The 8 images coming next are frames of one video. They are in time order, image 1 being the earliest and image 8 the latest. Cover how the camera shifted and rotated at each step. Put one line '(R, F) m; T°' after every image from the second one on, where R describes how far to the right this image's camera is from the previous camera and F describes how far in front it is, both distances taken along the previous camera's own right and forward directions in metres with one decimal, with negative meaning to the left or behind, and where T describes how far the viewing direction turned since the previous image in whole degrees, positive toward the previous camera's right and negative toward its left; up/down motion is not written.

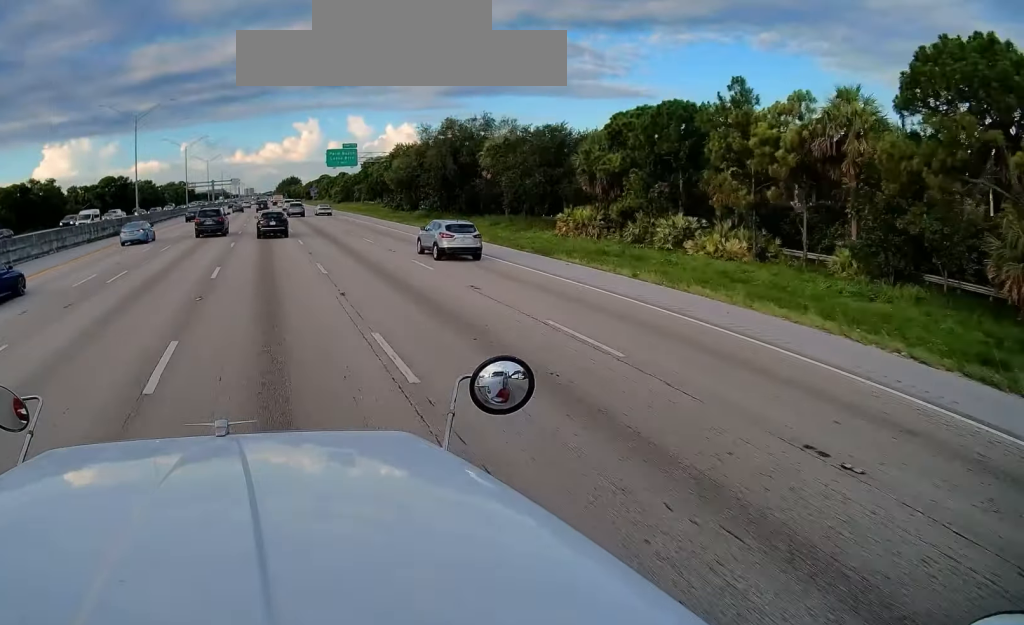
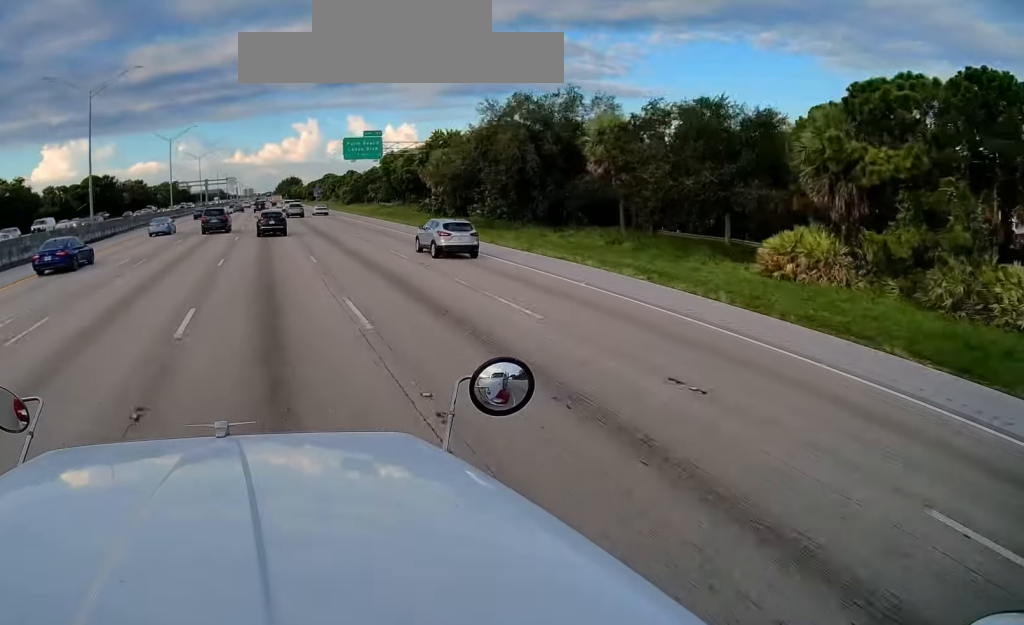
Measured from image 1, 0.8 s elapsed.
(-0.1, +21.1) m; +1°
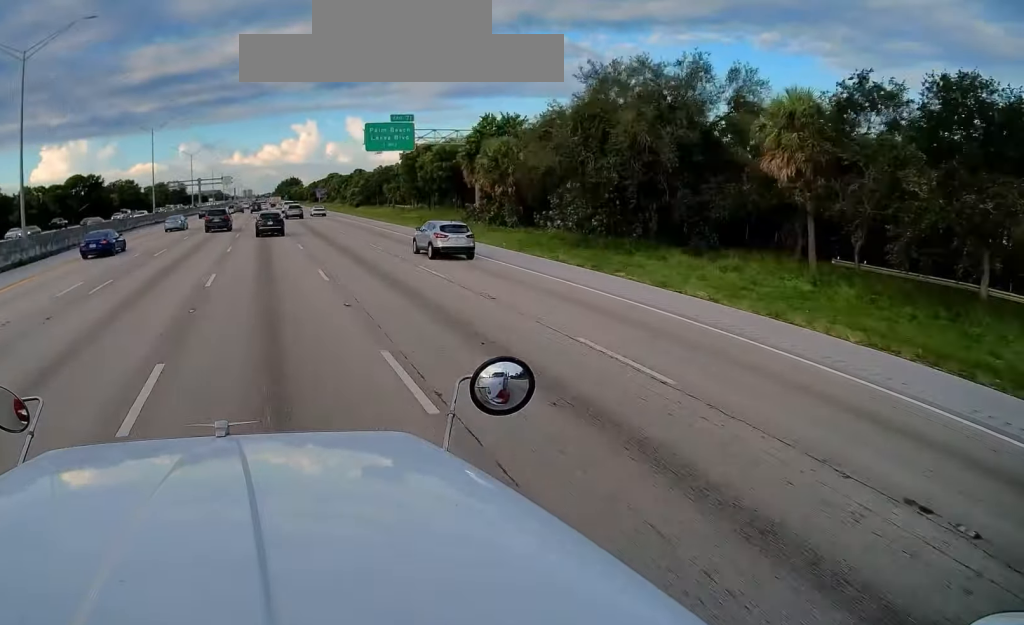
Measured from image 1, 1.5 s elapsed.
(+0.1, +16.1) m; +1°
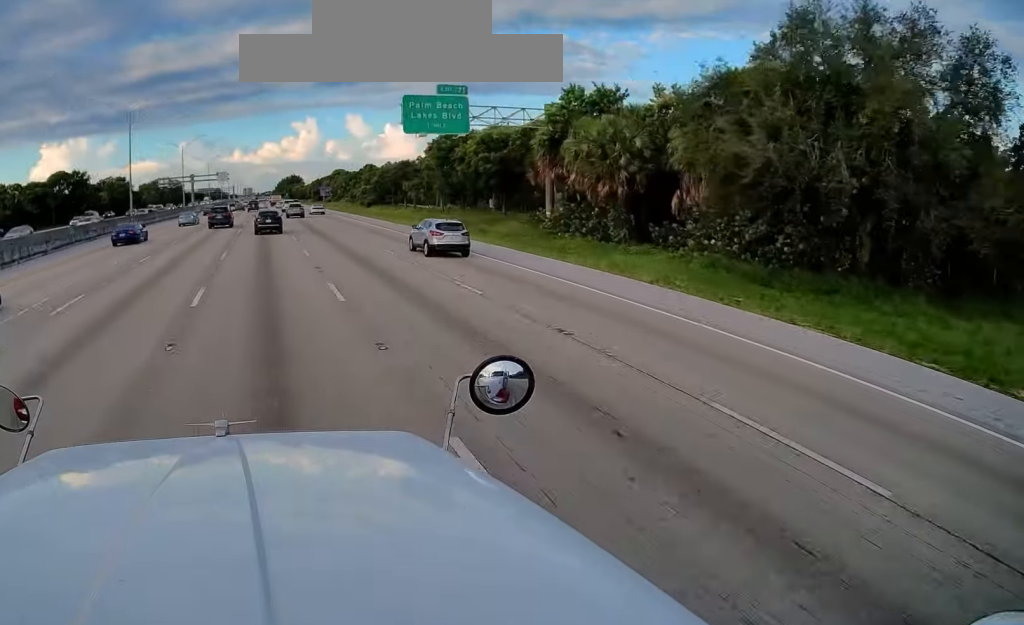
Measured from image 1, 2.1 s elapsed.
(+0.2, +17.1) m; +1°
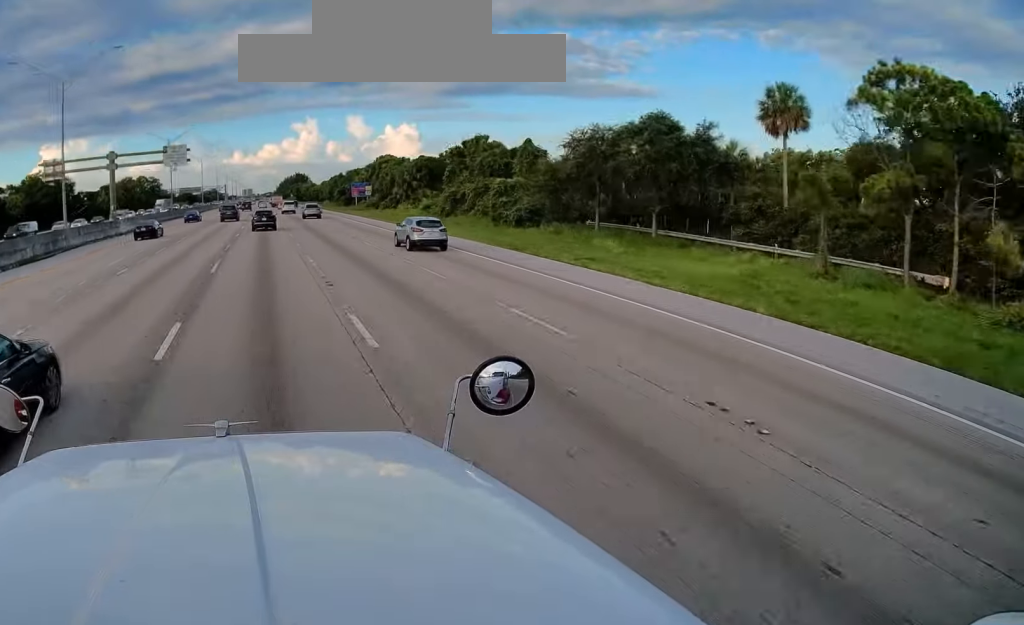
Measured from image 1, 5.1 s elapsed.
(-0.8, +77.7) m; -1°
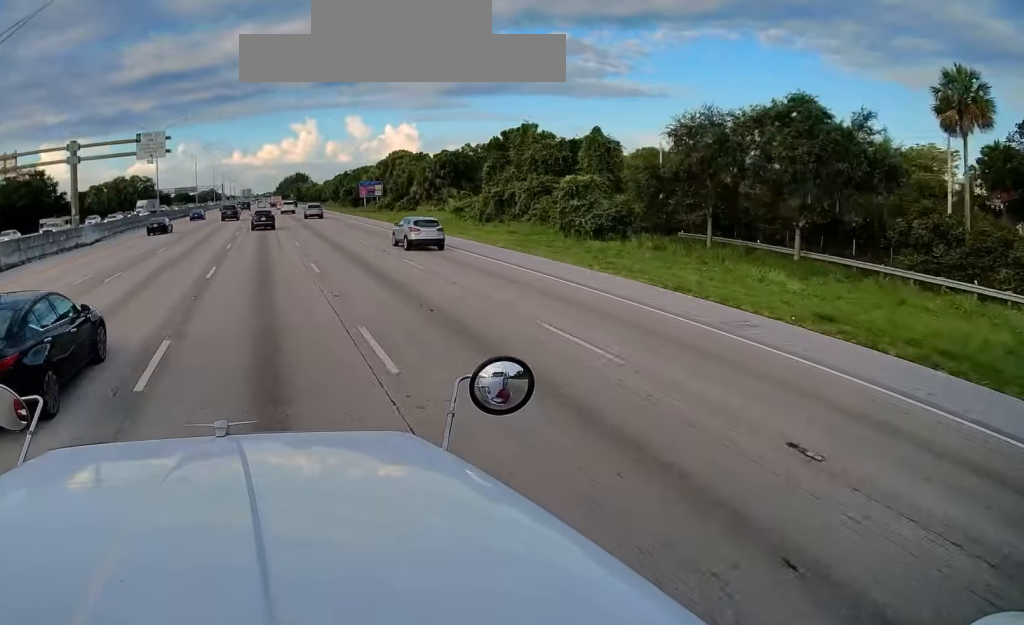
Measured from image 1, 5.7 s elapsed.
(+0.2, +14.0) m; 0°
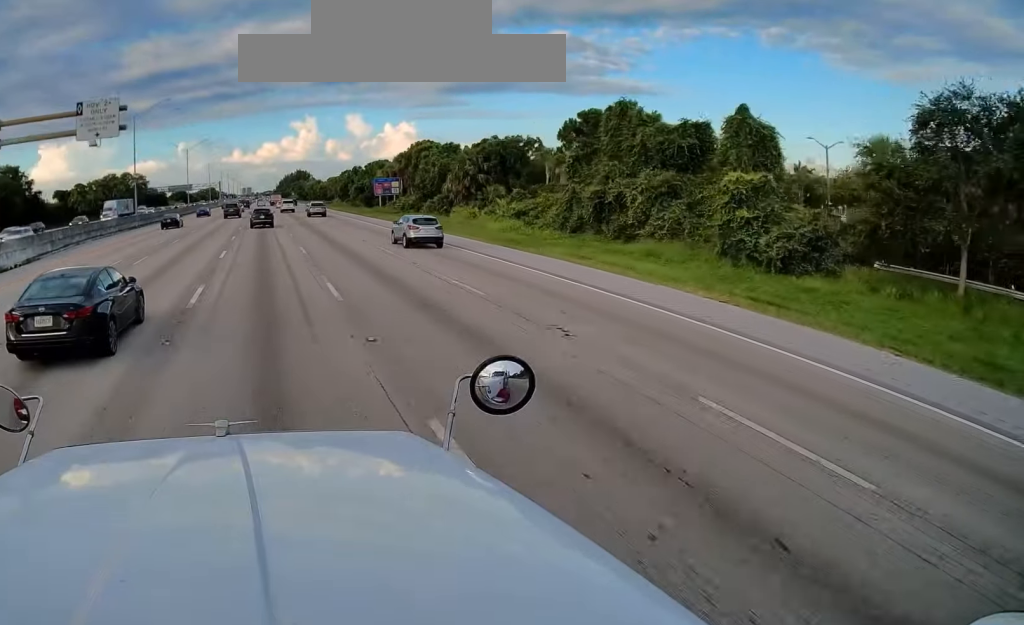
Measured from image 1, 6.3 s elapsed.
(+0.1, +17.6) m; 0°
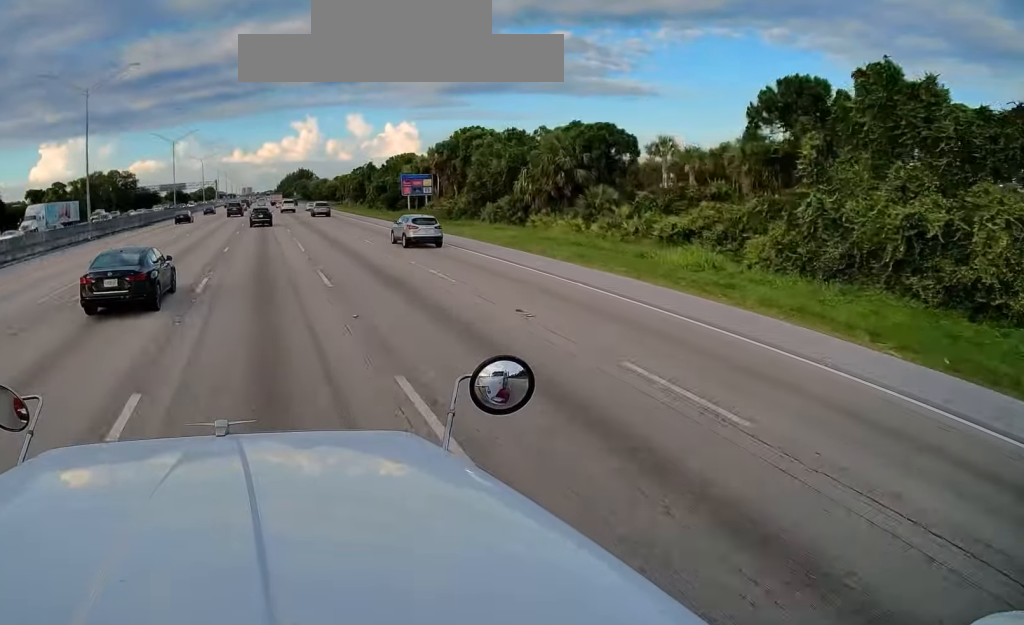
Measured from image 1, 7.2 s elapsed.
(0.0, +22.9) m; -1°
